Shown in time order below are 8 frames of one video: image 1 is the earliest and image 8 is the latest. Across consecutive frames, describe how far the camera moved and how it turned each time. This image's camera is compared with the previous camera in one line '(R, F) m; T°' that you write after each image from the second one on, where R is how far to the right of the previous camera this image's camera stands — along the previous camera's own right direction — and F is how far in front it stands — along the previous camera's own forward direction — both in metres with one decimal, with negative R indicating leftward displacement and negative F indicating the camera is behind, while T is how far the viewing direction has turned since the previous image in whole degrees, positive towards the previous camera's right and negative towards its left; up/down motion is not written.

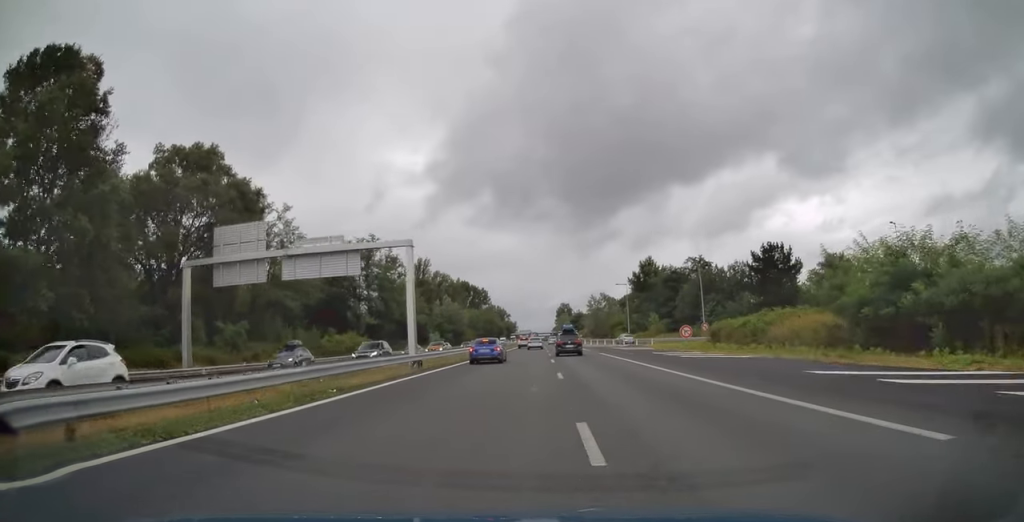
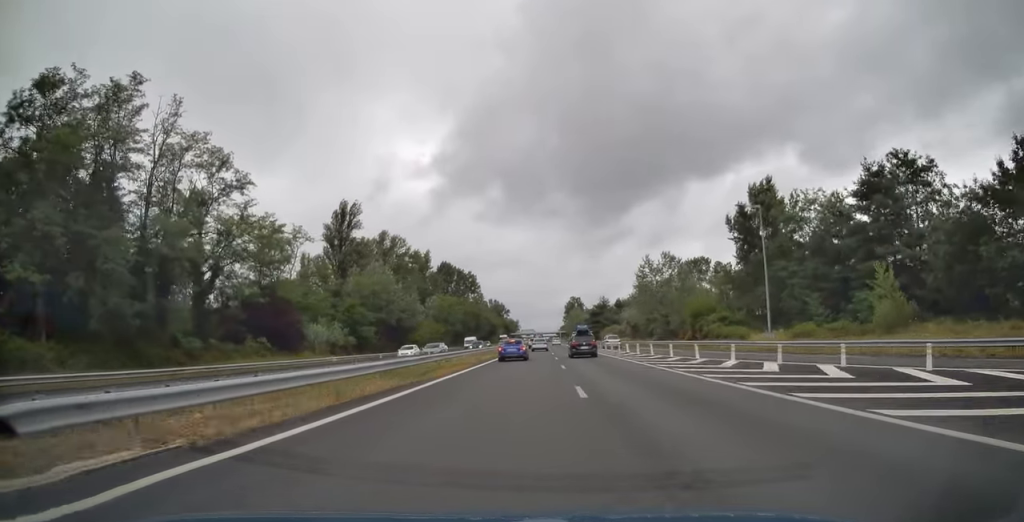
(-0.9, +72.0) m; -1°
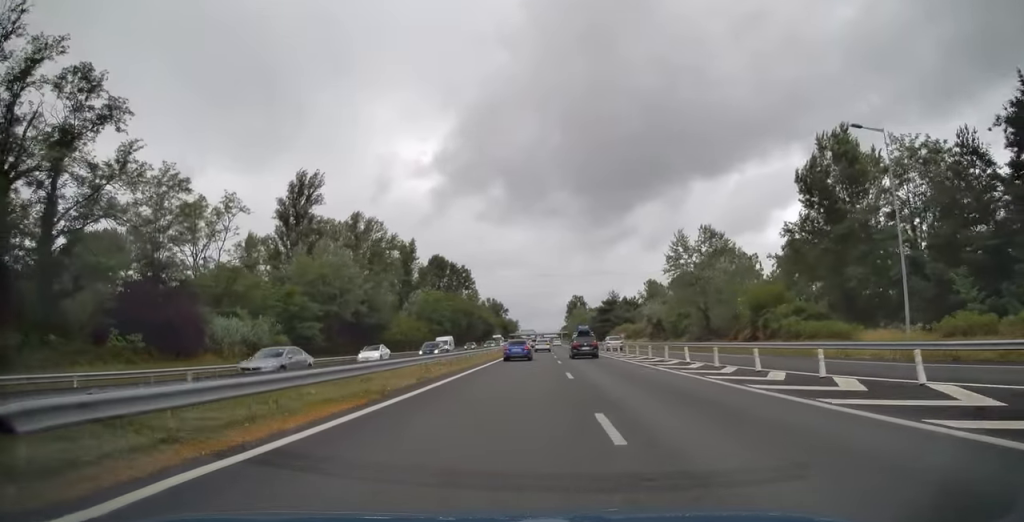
(+0.1, +19.2) m; 0°
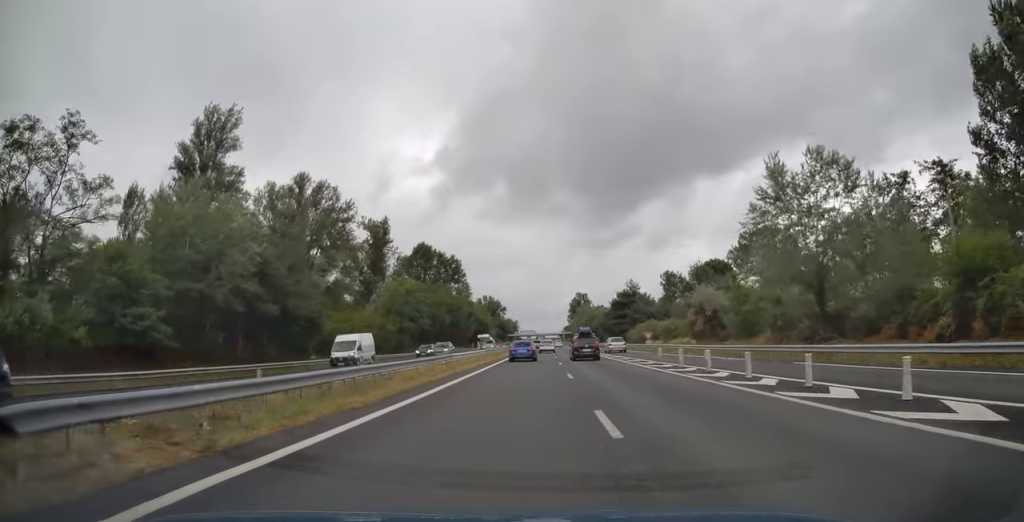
(-0.1, +25.5) m; 0°
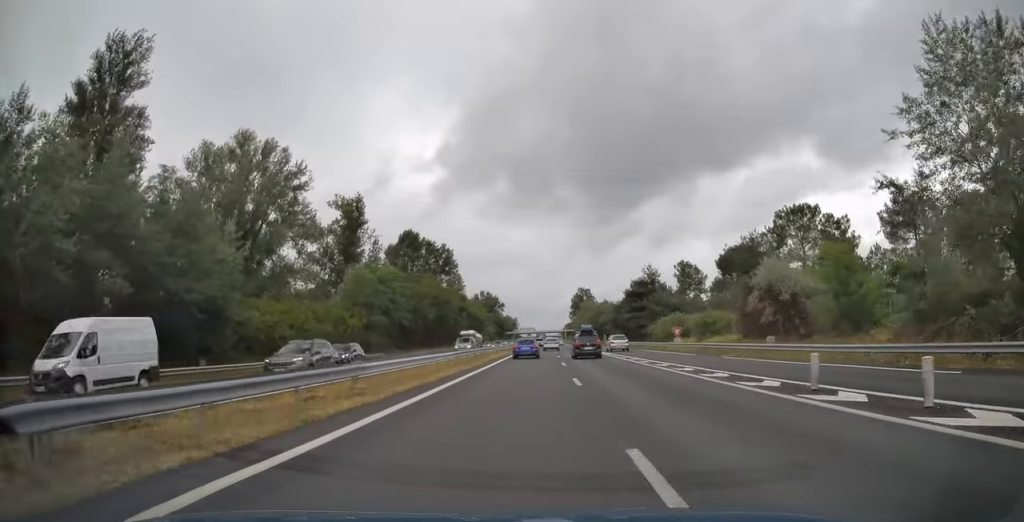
(0.0, +17.2) m; 0°
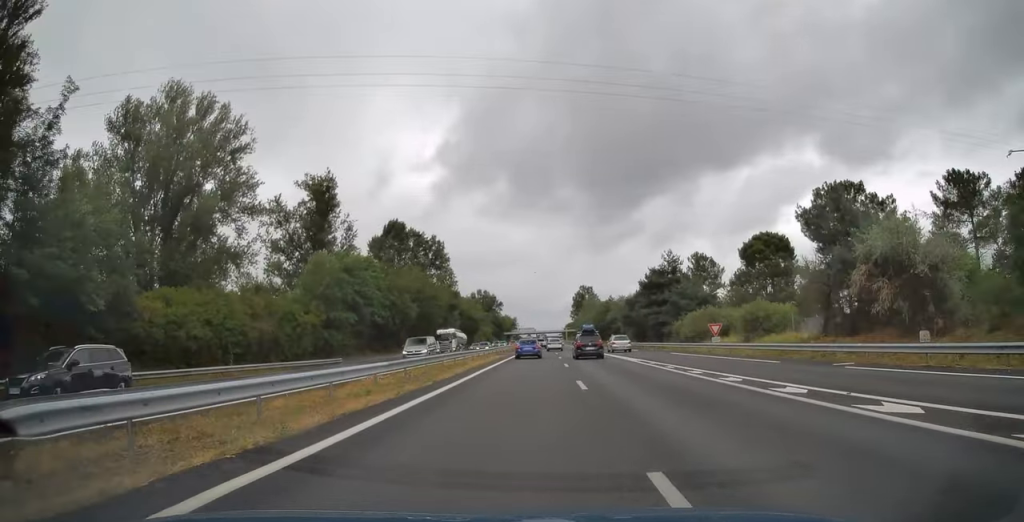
(+0.1, +14.4) m; 0°
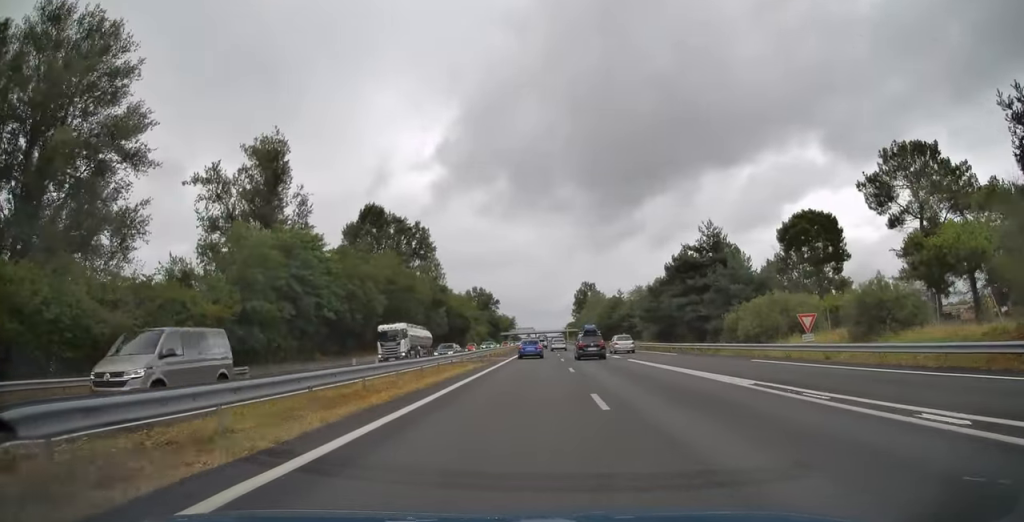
(+0.1, +18.0) m; 0°
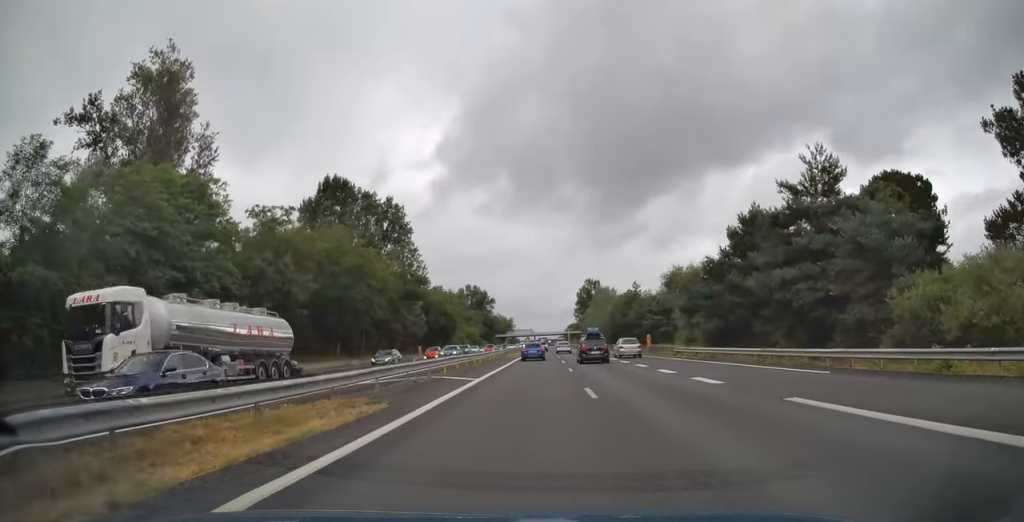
(-0.2, +23.2) m; -1°
